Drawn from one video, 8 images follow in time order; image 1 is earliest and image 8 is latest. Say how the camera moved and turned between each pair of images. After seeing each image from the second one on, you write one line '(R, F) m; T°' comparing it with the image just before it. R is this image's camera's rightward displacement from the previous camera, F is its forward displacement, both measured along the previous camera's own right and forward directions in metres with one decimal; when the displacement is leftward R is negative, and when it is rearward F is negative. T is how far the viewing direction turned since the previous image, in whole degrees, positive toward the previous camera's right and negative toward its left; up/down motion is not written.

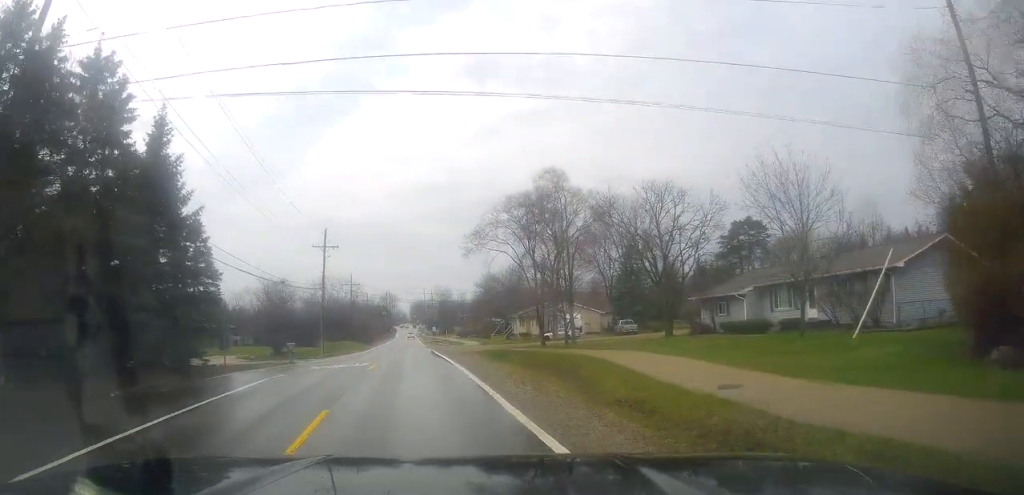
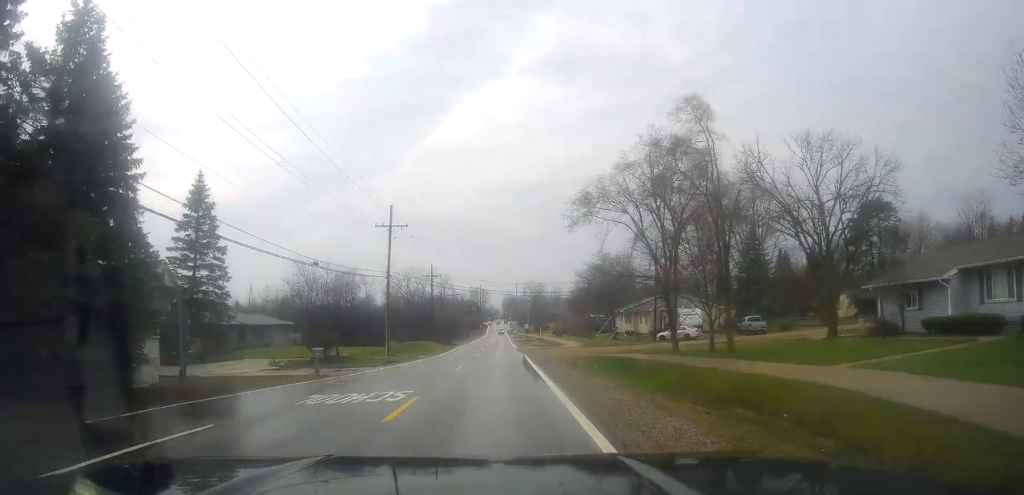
(-1.5, +12.1) m; -10°
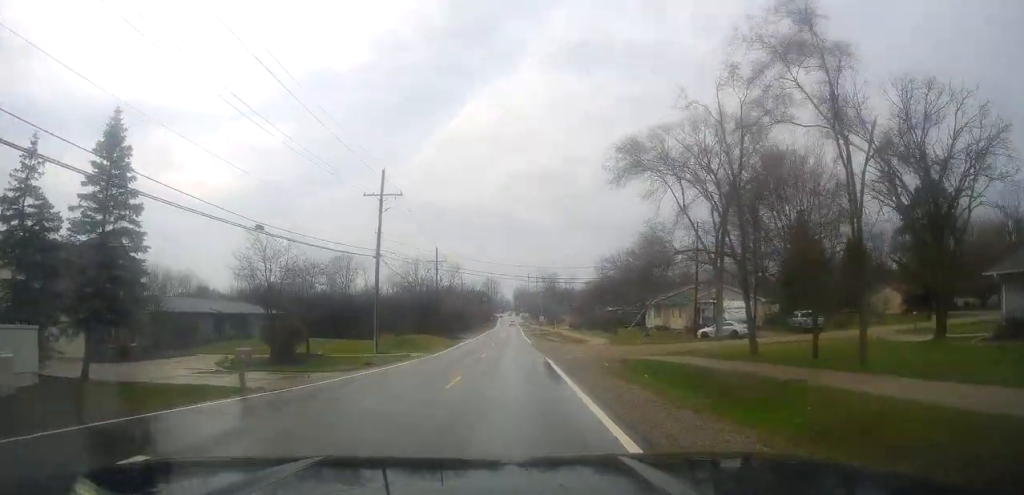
(0.0, +9.7) m; -2°
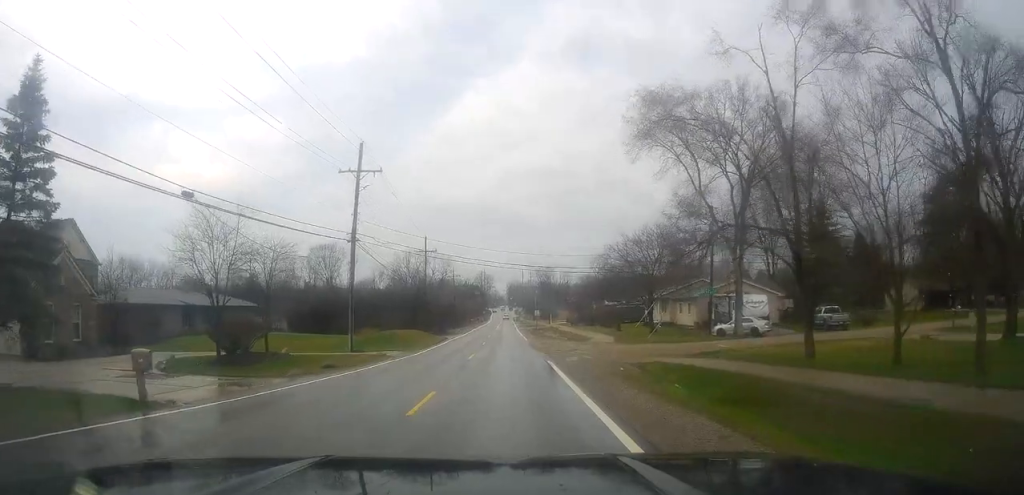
(-0.1, +5.4) m; -1°
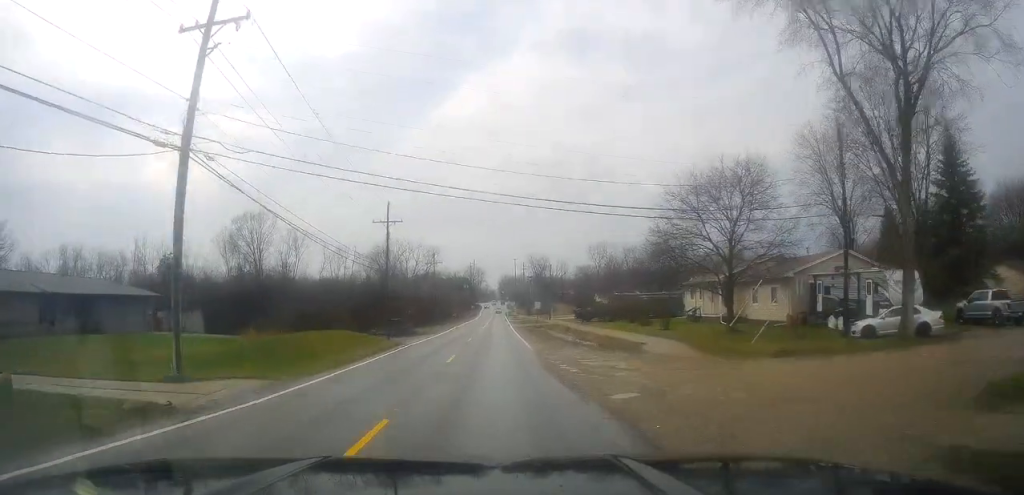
(-0.5, +20.3) m; -1°
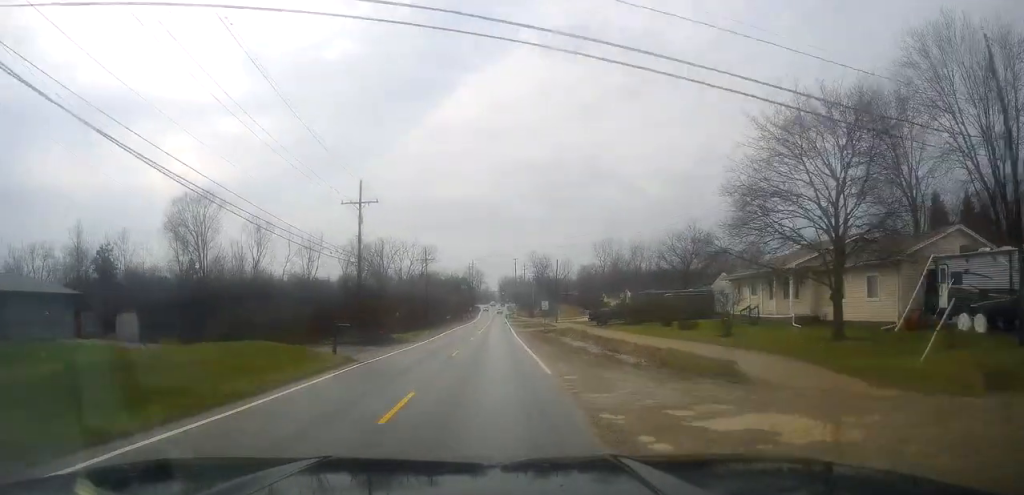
(0.0, +11.5) m; +1°
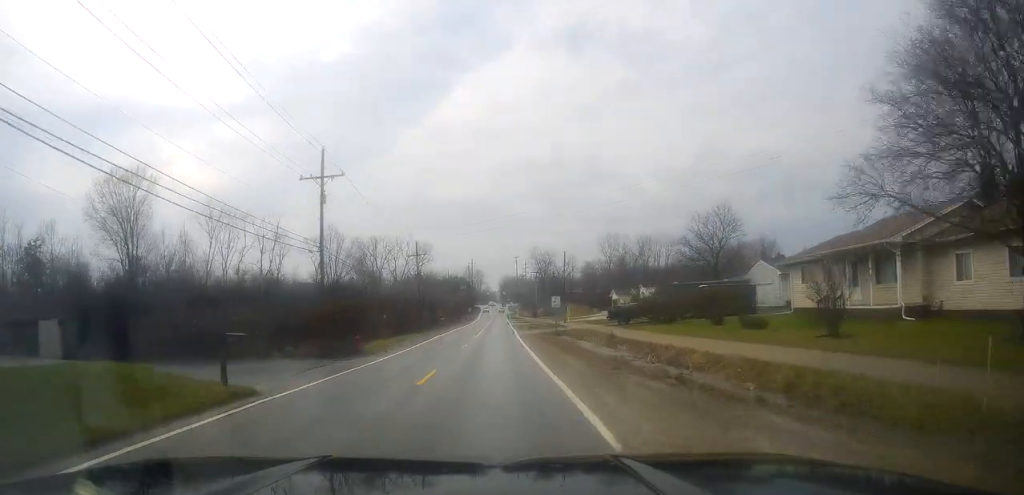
(+0.1, +10.2) m; +2°
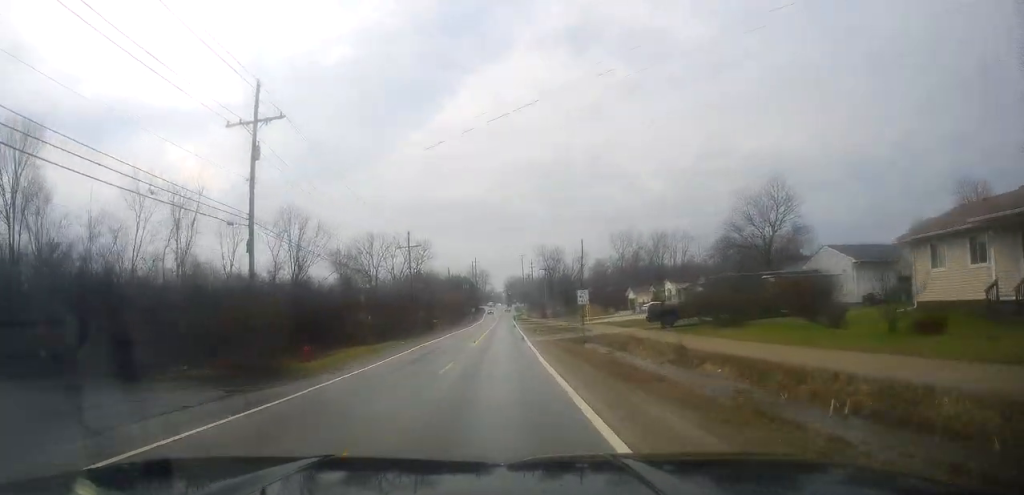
(+0.3, +11.8) m; +1°
